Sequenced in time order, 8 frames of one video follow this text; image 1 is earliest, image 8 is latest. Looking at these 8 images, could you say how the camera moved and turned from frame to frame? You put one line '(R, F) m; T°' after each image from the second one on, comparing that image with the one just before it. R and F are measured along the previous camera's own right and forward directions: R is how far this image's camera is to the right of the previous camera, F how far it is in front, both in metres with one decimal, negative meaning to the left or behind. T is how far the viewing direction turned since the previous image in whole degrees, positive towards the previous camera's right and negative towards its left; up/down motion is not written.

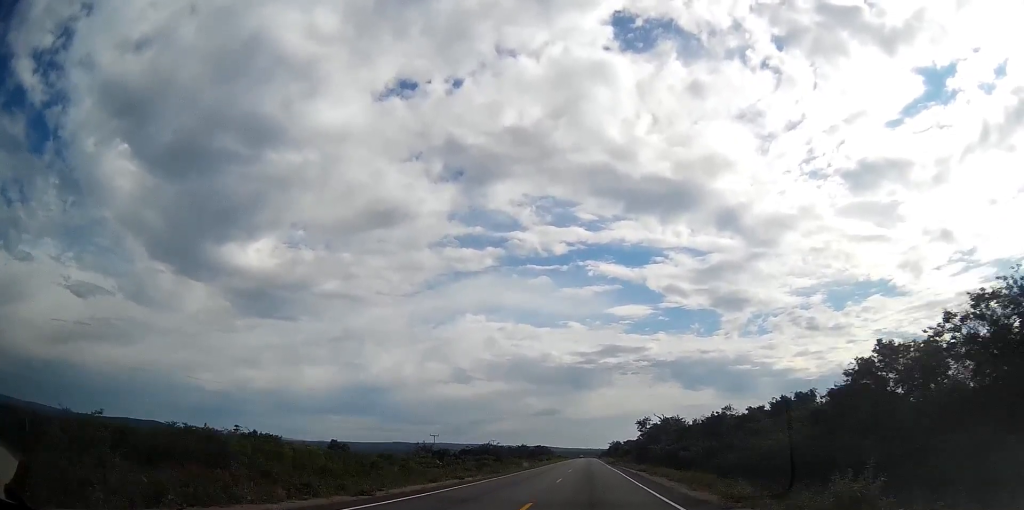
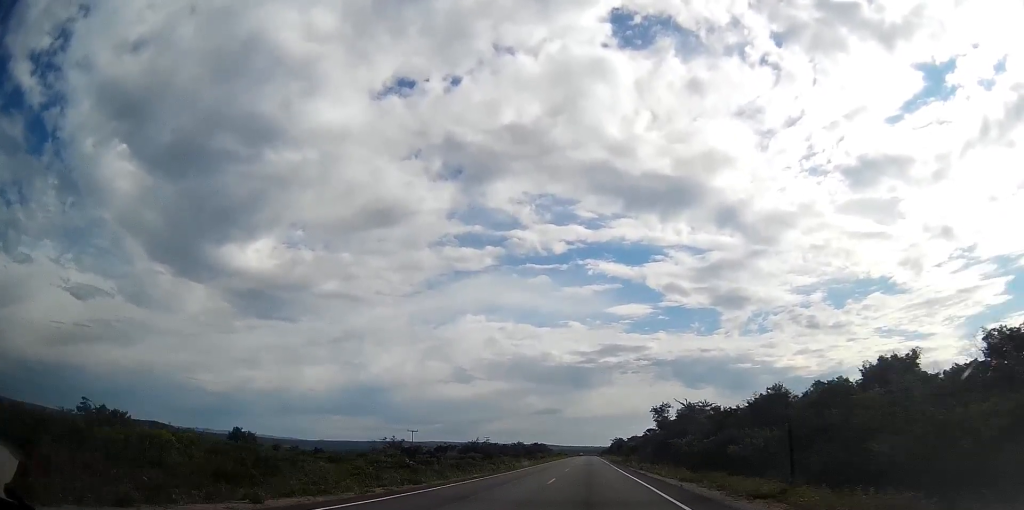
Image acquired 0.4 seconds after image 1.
(+0.1, +18.6) m; 0°
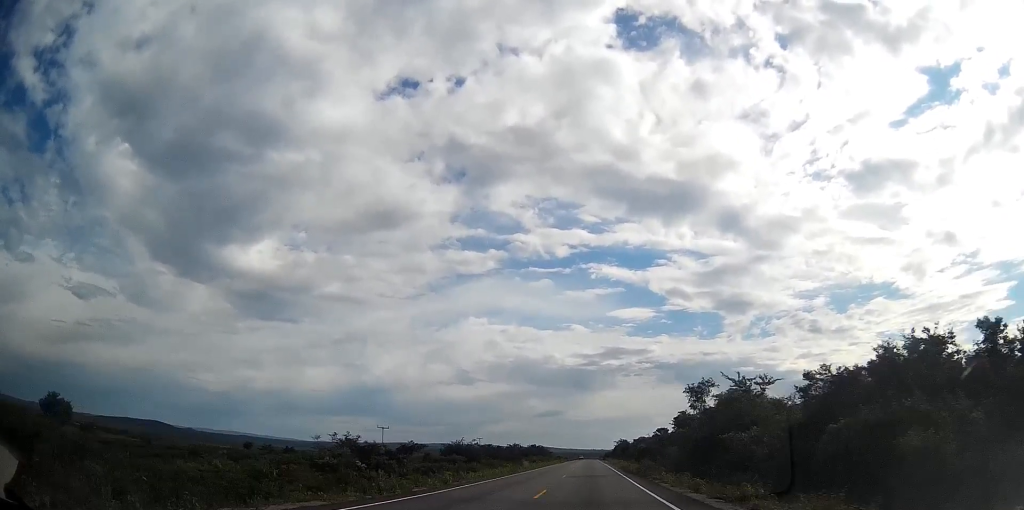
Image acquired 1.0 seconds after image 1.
(+0.1, +22.0) m; 0°
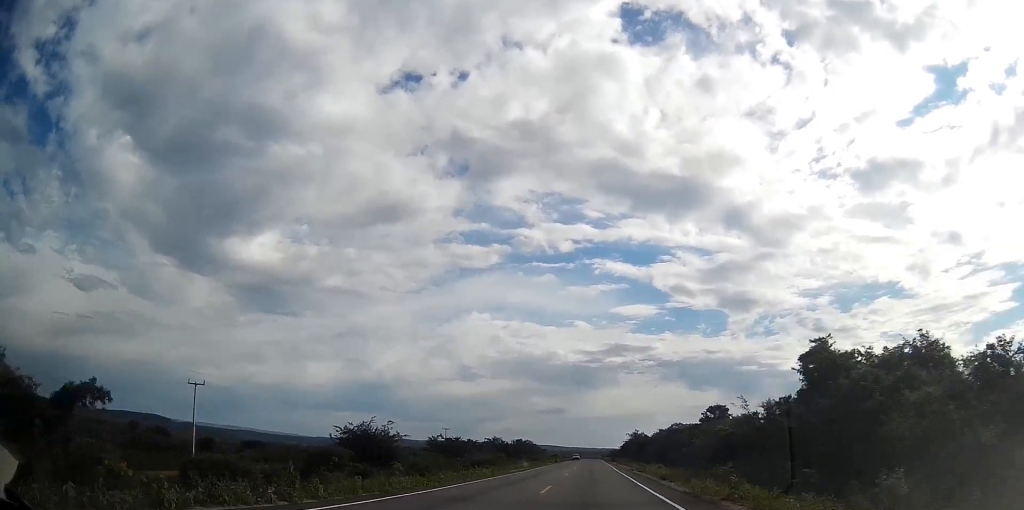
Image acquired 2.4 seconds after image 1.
(-0.3, +61.2) m; 0°
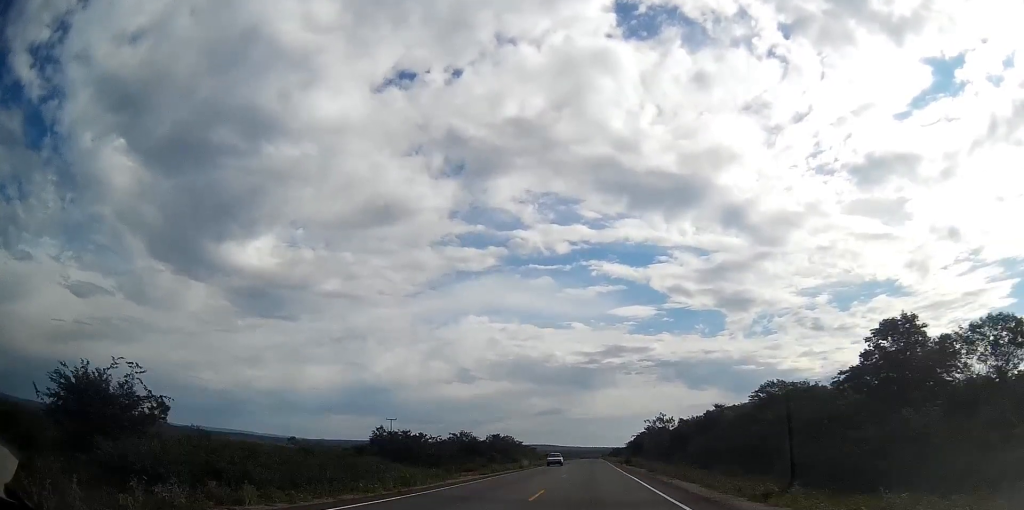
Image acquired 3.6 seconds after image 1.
(-0.1, +51.0) m; 0°
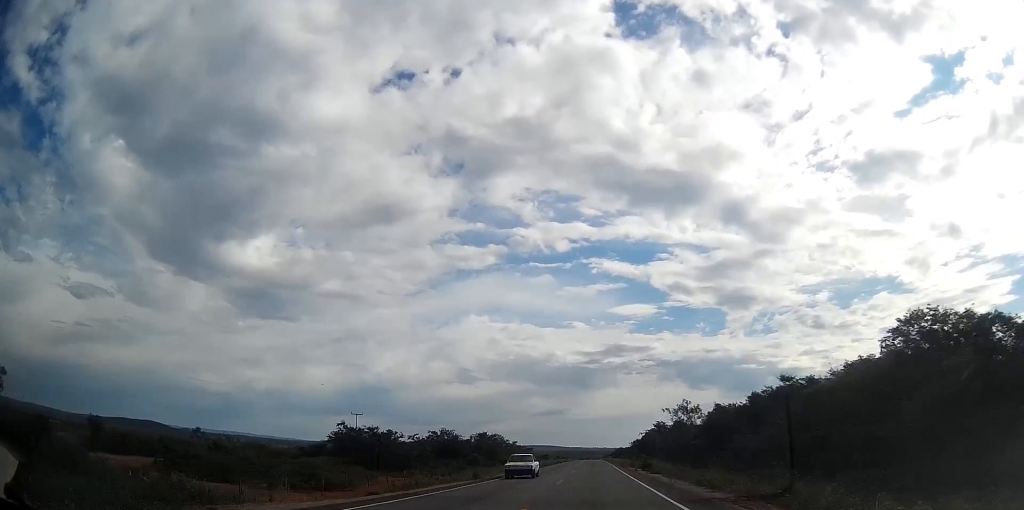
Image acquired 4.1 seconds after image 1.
(0.0, +20.4) m; 0°
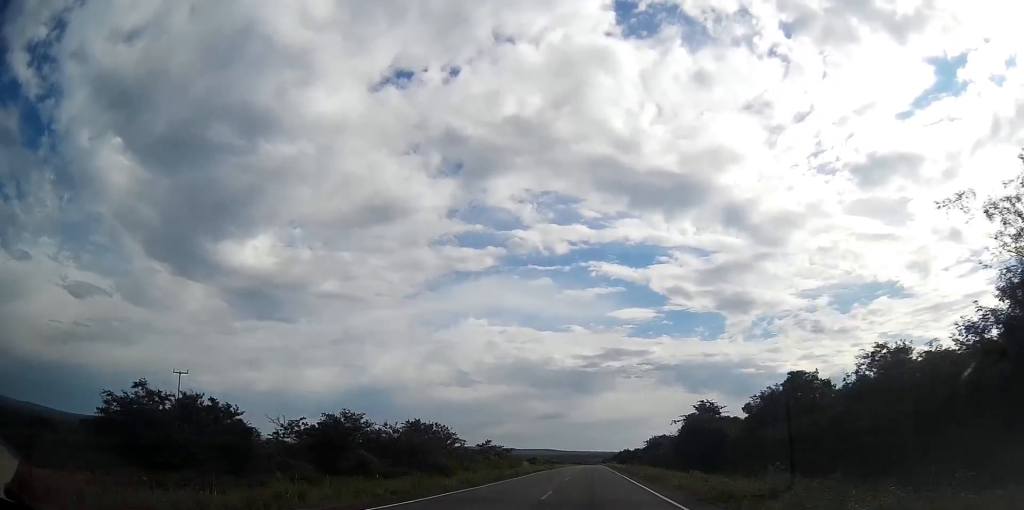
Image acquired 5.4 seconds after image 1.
(+0.2, +56.4) m; 0°
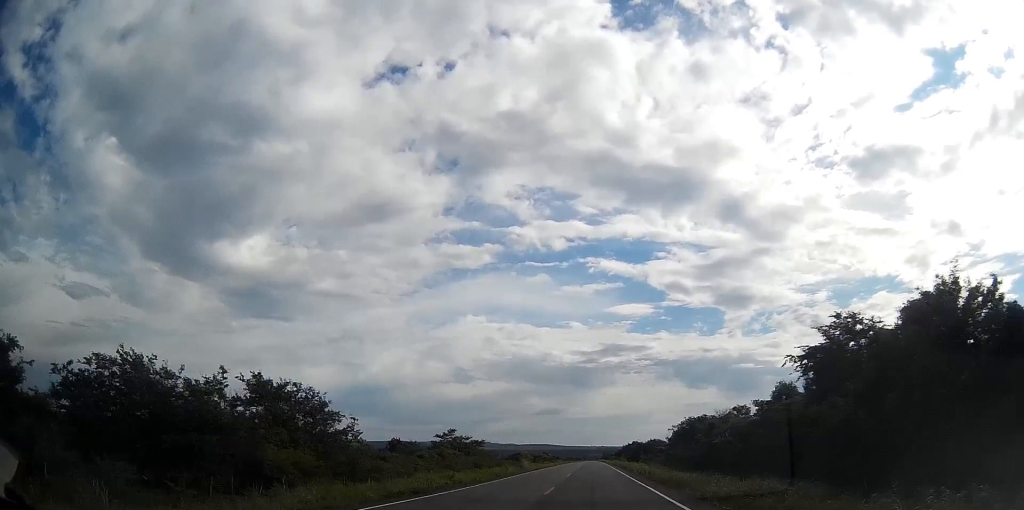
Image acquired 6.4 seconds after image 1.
(0.0, +44.4) m; 0°
